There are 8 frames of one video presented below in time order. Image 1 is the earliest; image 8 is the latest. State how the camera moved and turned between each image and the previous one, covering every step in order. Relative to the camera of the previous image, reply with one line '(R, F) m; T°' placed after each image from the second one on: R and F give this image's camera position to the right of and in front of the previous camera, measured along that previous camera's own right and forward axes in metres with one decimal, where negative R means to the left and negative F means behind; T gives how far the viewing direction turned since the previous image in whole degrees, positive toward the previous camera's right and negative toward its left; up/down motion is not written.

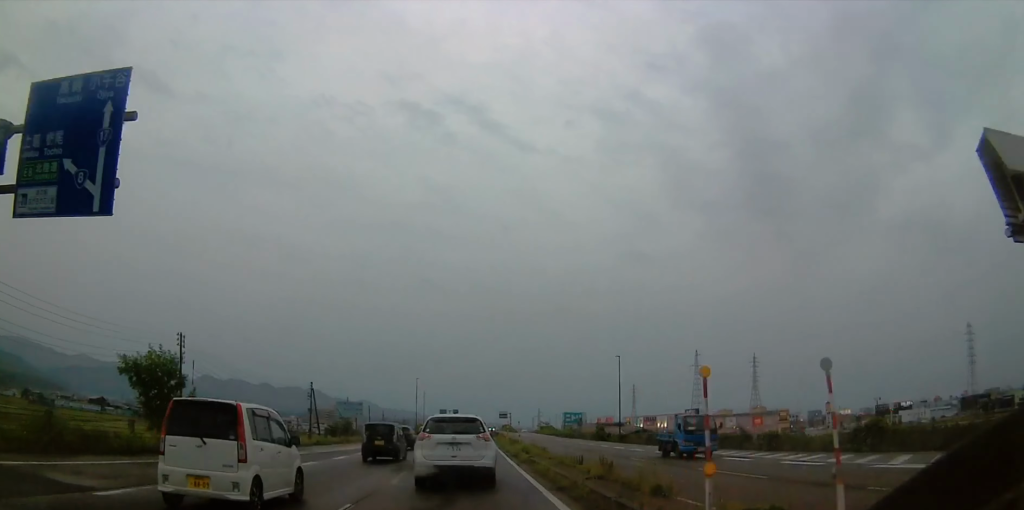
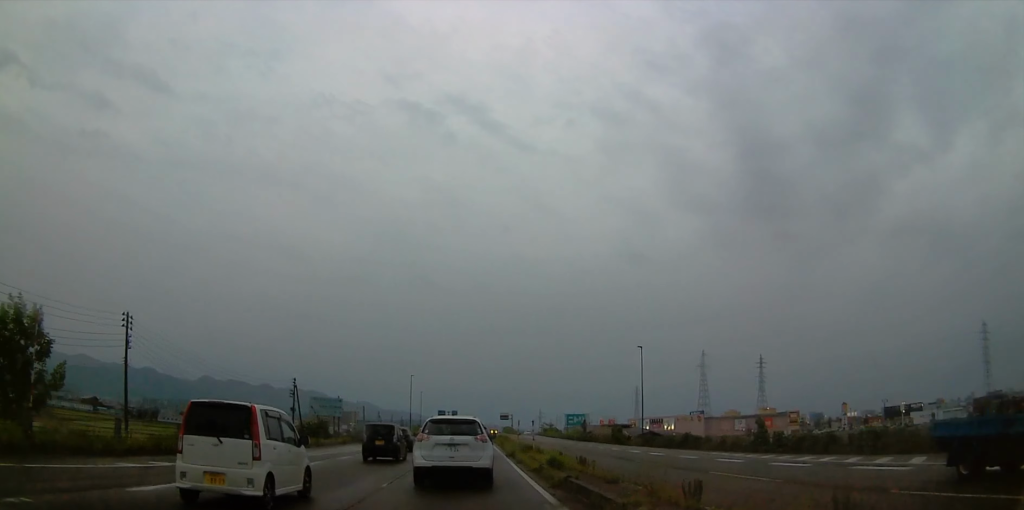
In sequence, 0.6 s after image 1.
(-0.2, +10.6) m; 0°
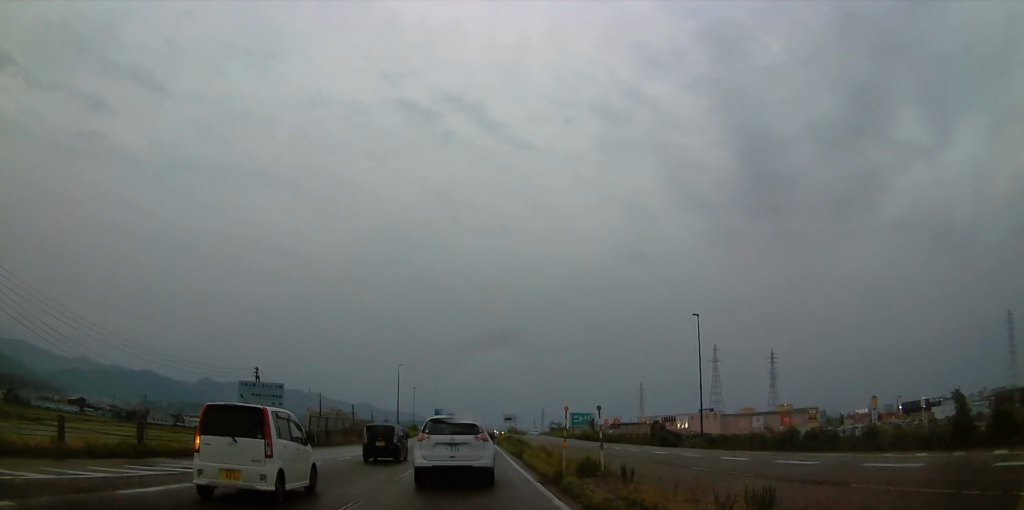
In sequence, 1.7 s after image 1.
(-0.3, +18.6) m; 0°
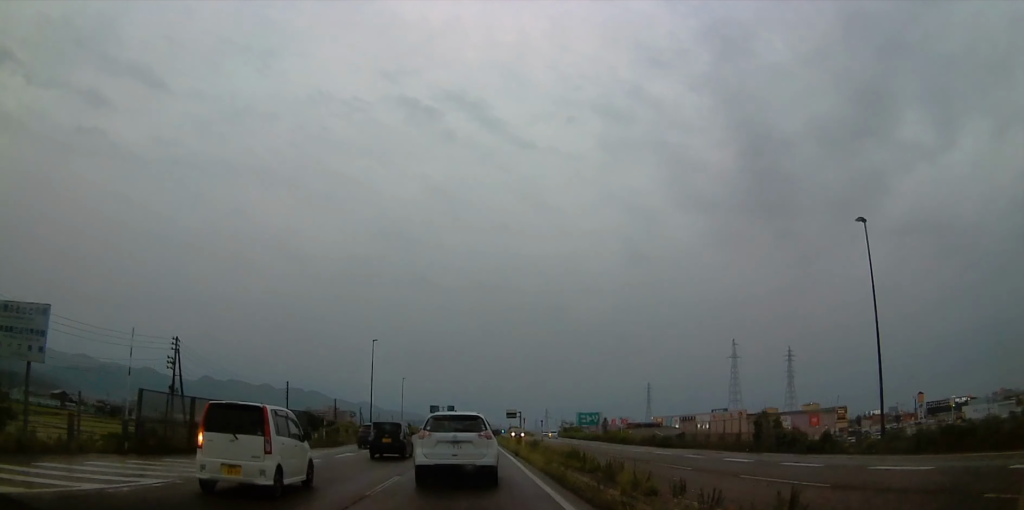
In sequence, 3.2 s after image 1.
(-0.2, +24.8) m; -1°
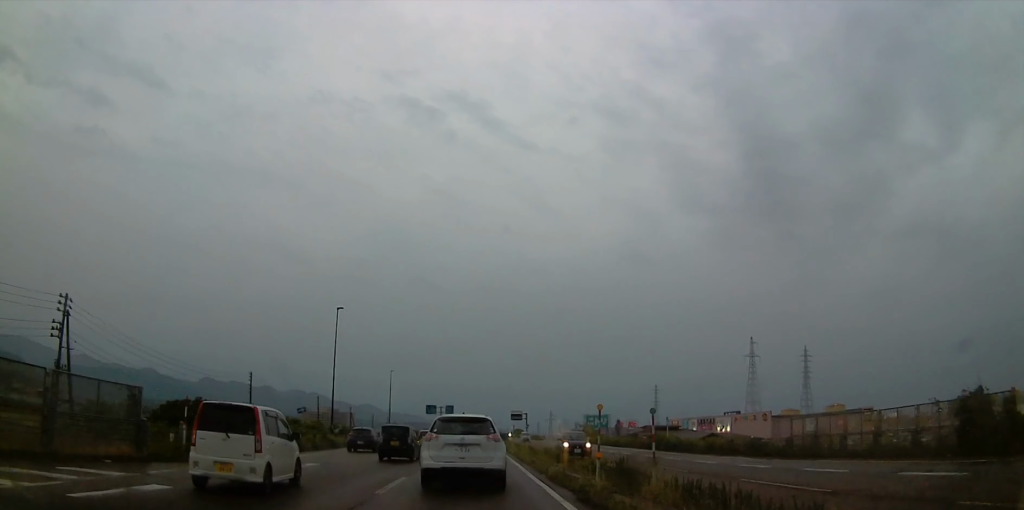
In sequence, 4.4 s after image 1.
(+0.6, +19.7) m; 0°
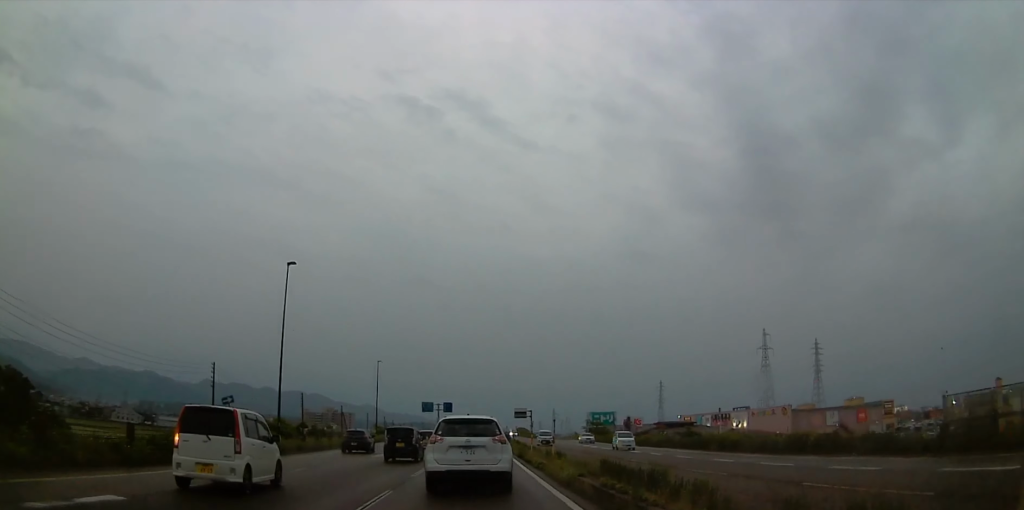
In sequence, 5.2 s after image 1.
(-0.7, +13.8) m; +1°
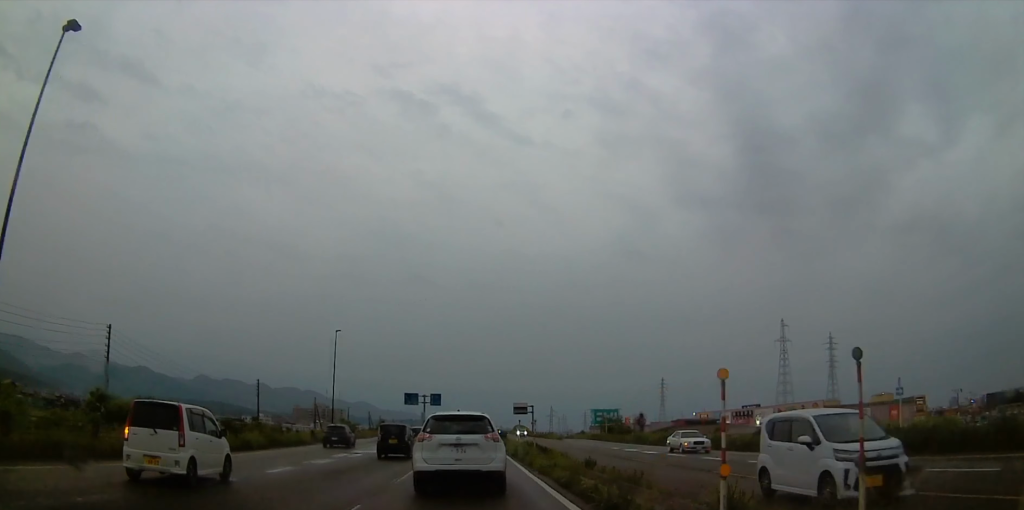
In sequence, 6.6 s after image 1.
(+0.7, +22.6) m; 0°
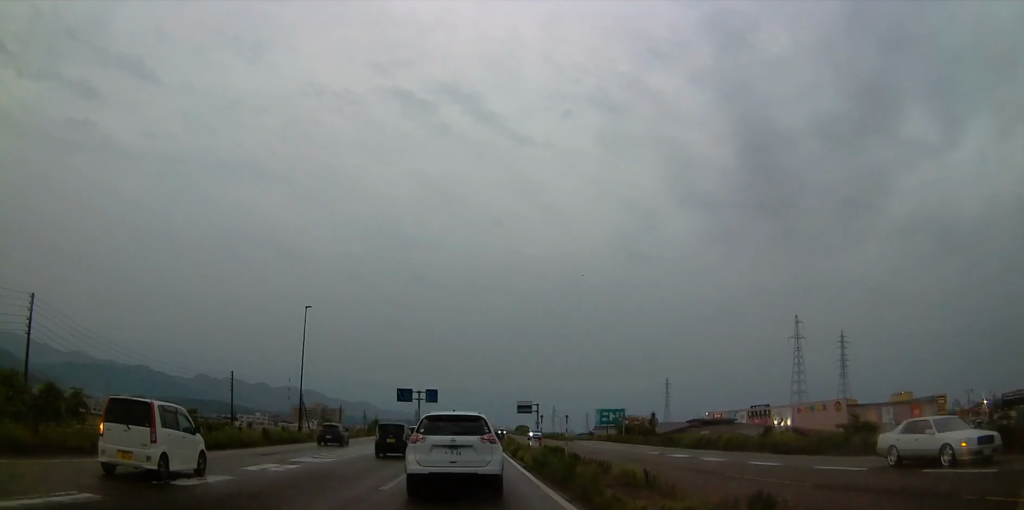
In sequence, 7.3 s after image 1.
(-0.7, +11.8) m; 0°
